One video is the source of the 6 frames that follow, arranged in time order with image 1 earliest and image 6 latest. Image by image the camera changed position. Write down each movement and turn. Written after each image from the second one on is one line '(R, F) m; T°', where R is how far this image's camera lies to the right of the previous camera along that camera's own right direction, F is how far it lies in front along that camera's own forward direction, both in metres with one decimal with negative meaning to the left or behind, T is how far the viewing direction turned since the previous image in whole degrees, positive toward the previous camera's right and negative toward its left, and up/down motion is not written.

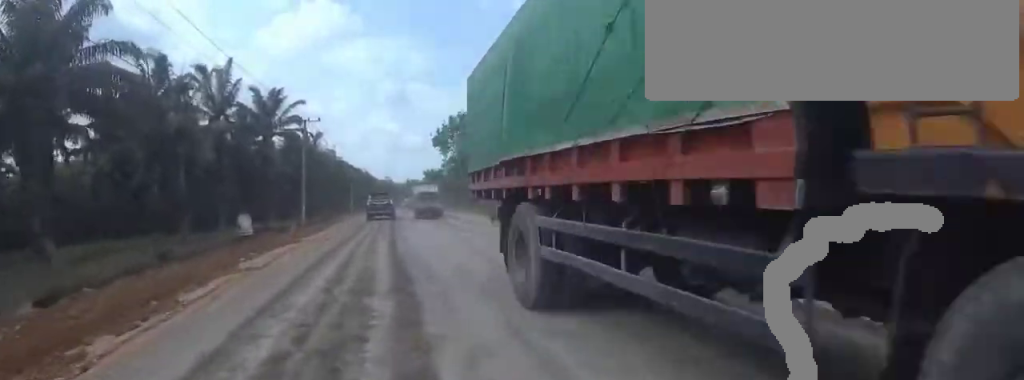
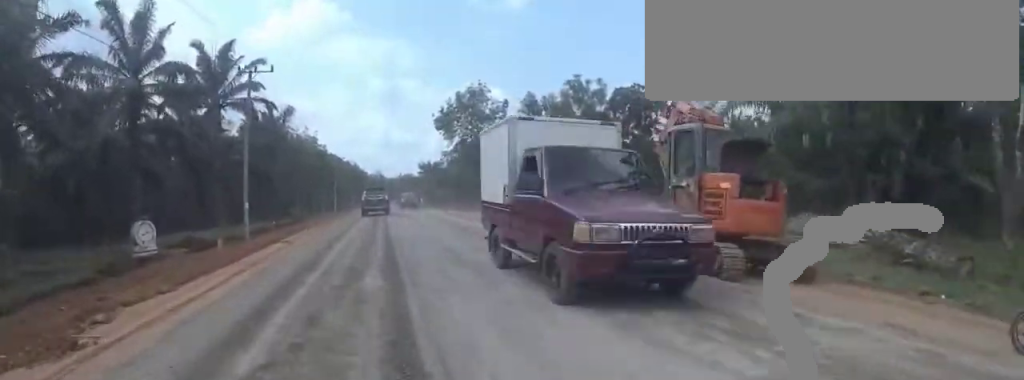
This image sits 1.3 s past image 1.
(+0.8, +15.5) m; -1°
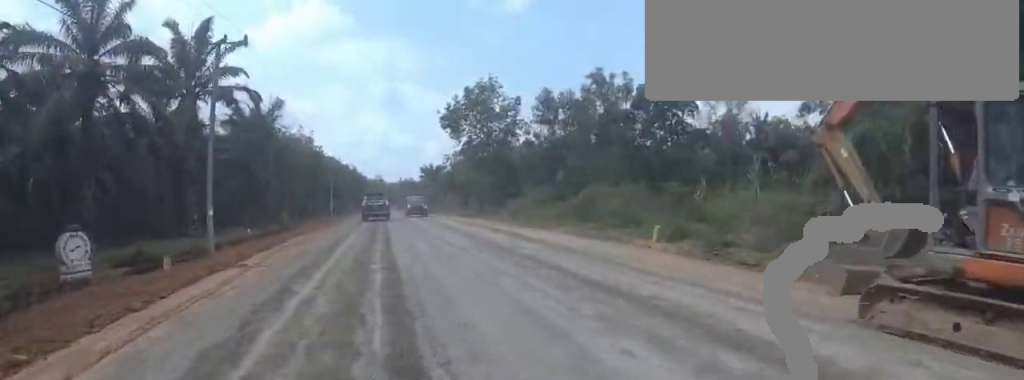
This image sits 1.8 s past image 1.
(-0.2, +5.7) m; -3°
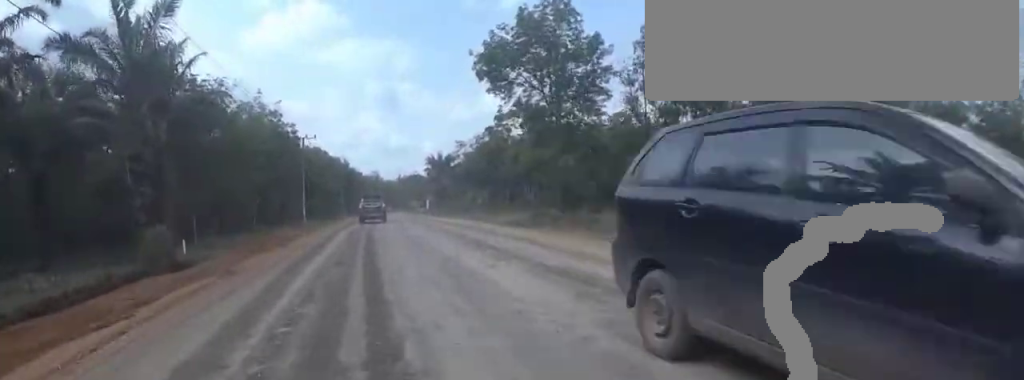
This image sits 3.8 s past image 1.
(-1.2, +23.5) m; -1°
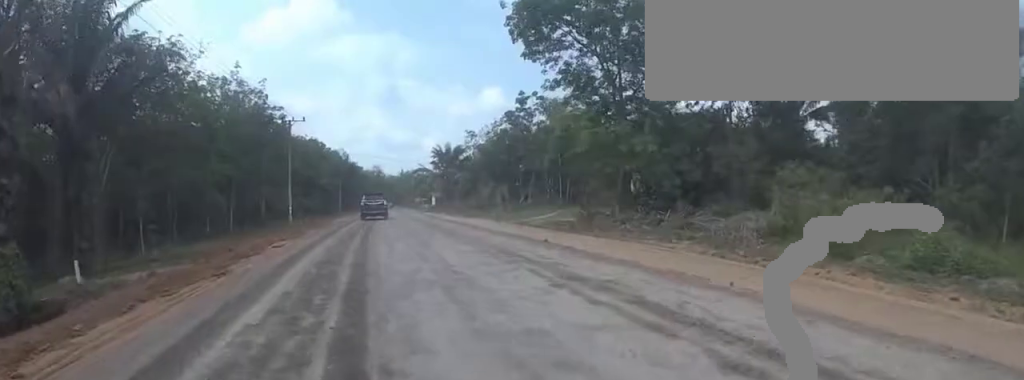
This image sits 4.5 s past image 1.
(+0.3, +8.5) m; +2°
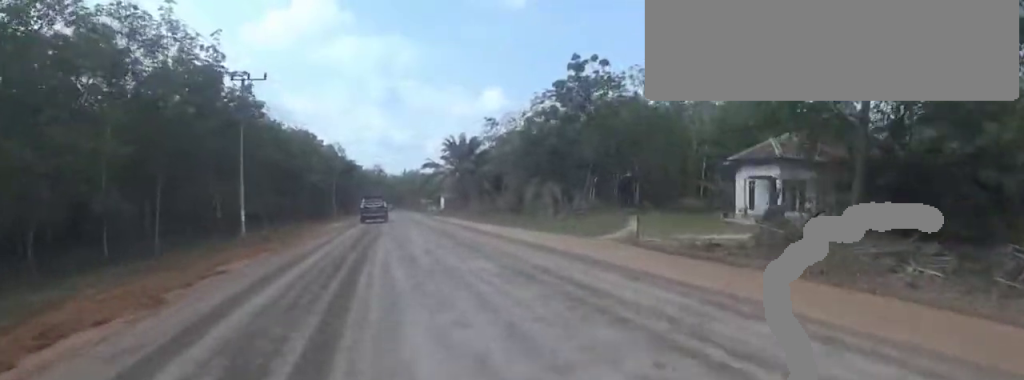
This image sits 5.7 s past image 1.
(+0.4, +14.2) m; +2°
